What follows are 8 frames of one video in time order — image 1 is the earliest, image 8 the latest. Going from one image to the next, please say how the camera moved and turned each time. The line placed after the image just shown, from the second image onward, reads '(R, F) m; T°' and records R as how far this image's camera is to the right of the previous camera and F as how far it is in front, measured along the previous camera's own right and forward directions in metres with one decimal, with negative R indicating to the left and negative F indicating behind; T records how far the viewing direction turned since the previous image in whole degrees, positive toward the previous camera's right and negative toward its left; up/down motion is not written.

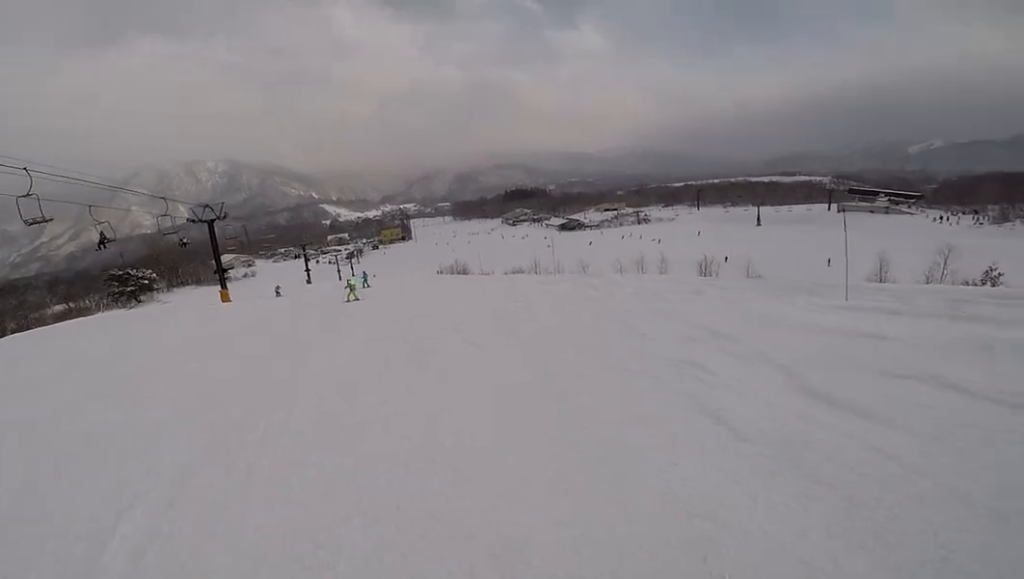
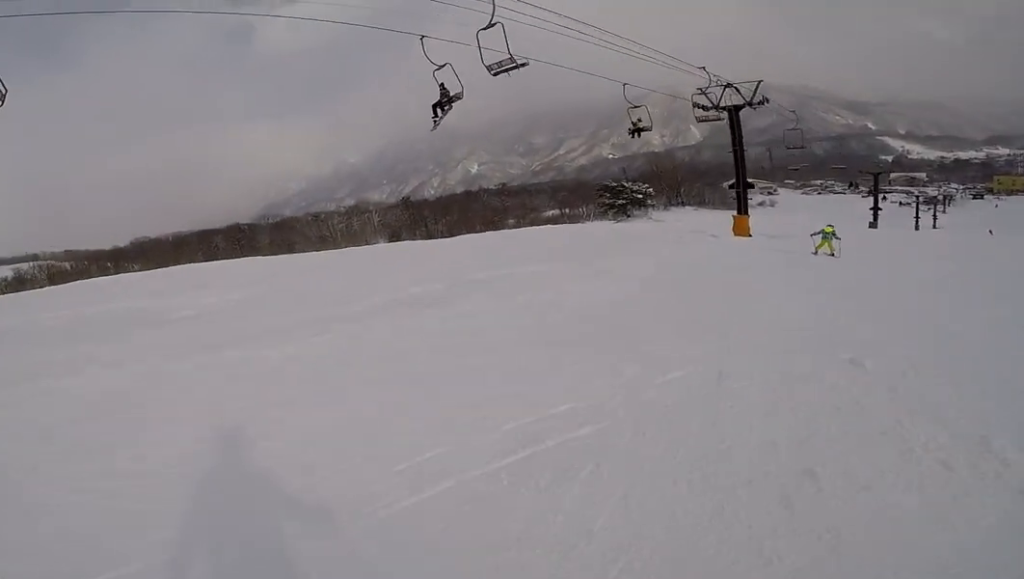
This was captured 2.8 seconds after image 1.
(-7.1, +11.2) m; -51°
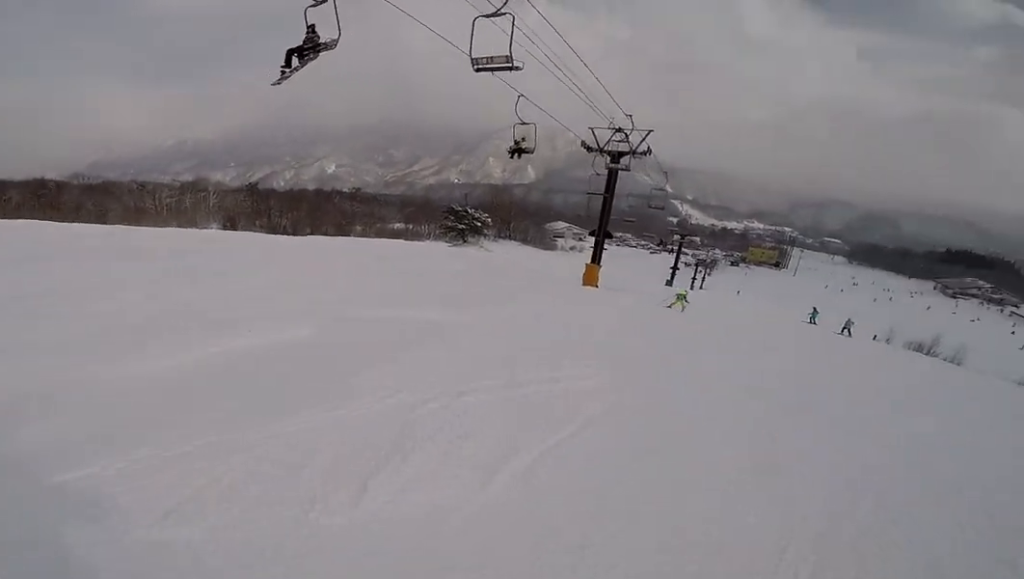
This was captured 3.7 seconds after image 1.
(+0.1, +3.7) m; +23°
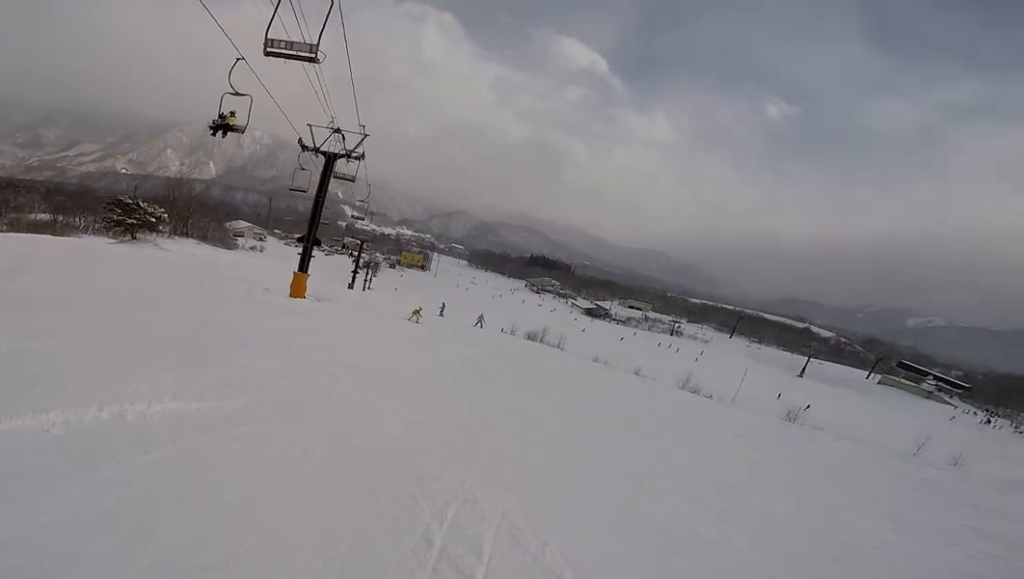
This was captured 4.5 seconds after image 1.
(+1.2, +3.1) m; +23°
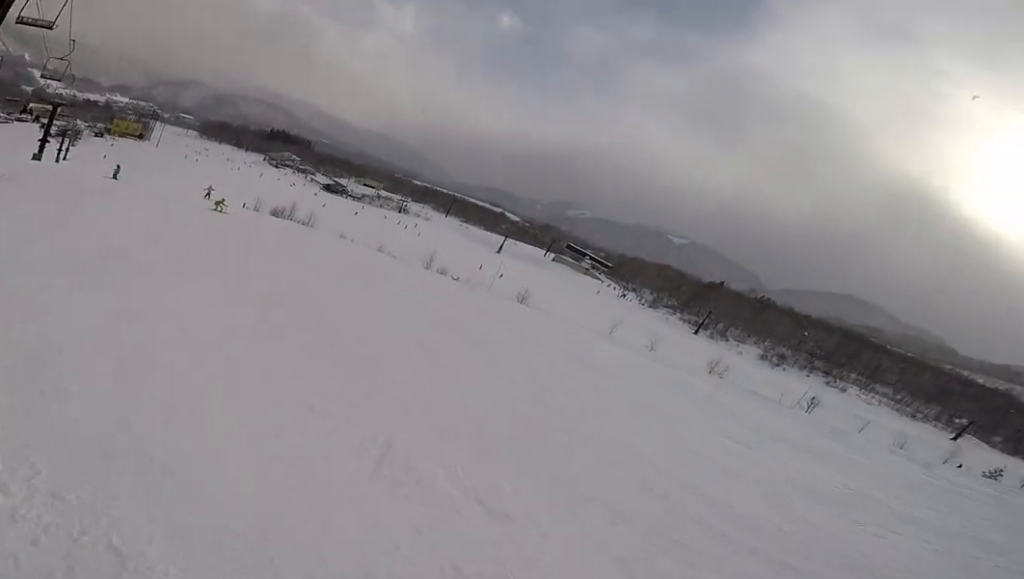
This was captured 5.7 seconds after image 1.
(+0.6, +4.3) m; +42°
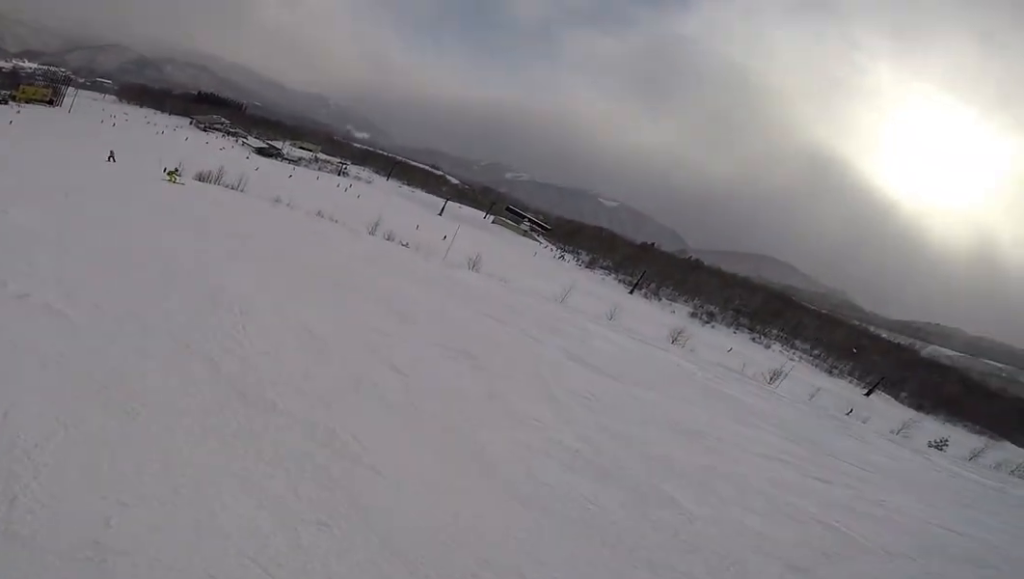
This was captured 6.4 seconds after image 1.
(+1.3, +2.2) m; +12°
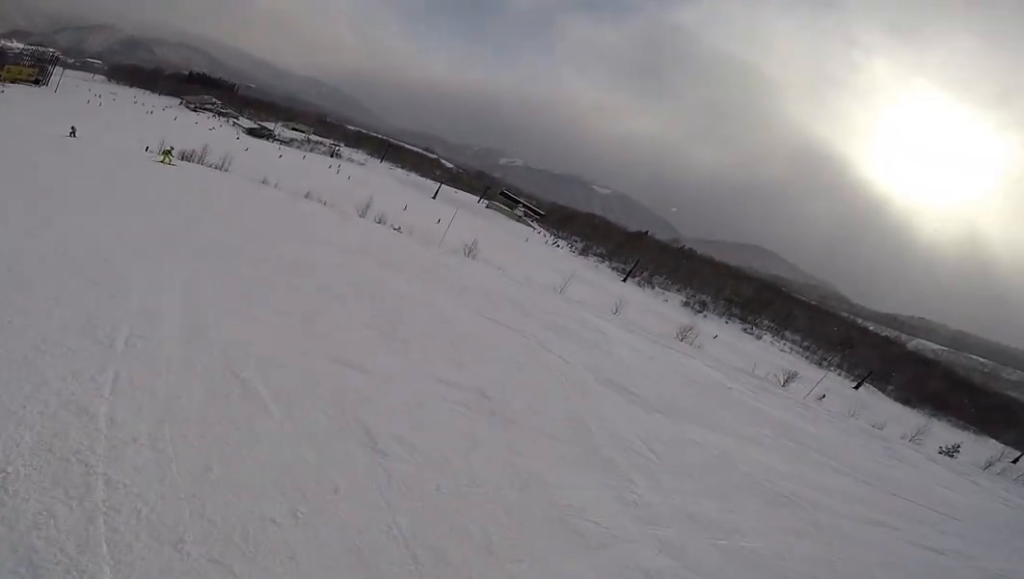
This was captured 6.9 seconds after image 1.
(+0.5, +1.8) m; +4°
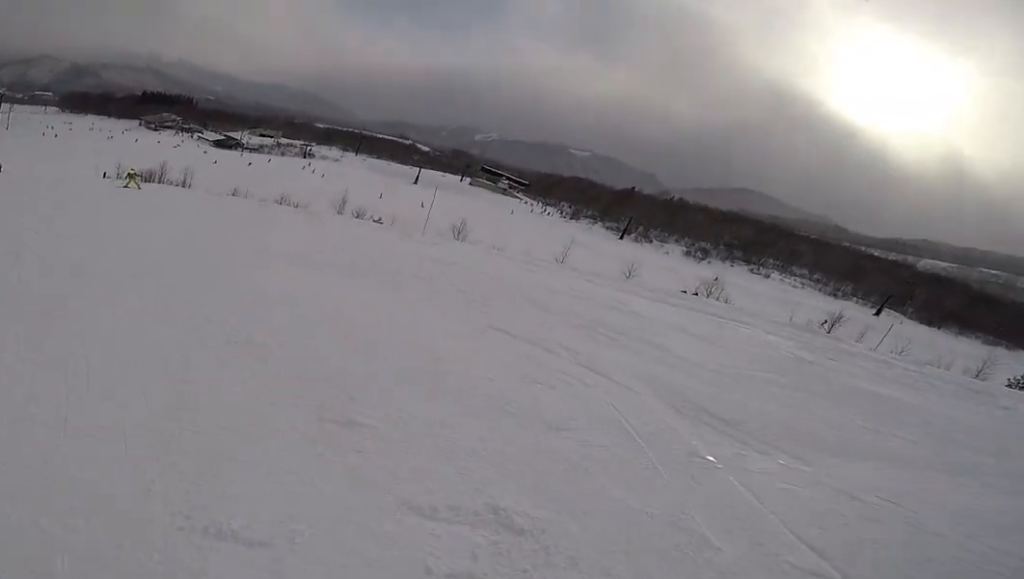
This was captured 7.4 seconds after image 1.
(-0.6, +2.2) m; -10°
